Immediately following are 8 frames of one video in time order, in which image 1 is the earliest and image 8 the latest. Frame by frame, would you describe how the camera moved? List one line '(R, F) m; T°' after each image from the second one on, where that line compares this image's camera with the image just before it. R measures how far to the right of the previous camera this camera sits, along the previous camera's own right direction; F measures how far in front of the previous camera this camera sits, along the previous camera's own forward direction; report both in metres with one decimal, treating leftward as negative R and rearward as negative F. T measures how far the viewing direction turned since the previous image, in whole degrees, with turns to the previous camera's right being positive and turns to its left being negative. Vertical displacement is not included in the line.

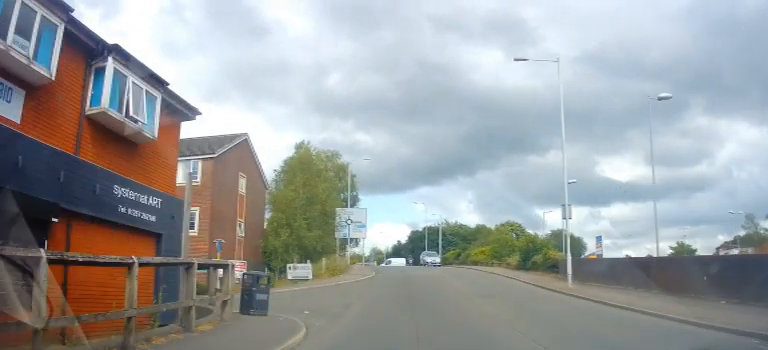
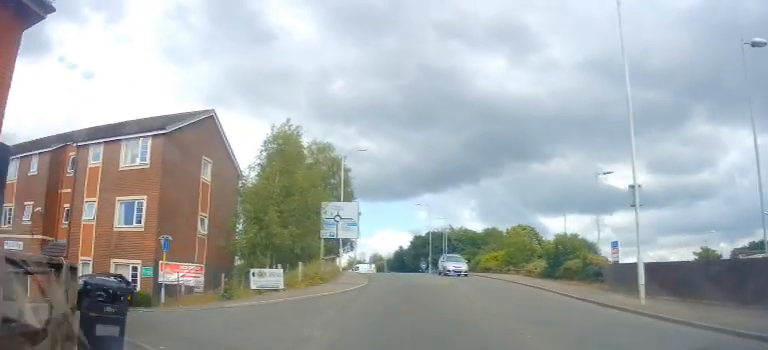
(0.0, +6.3) m; 0°
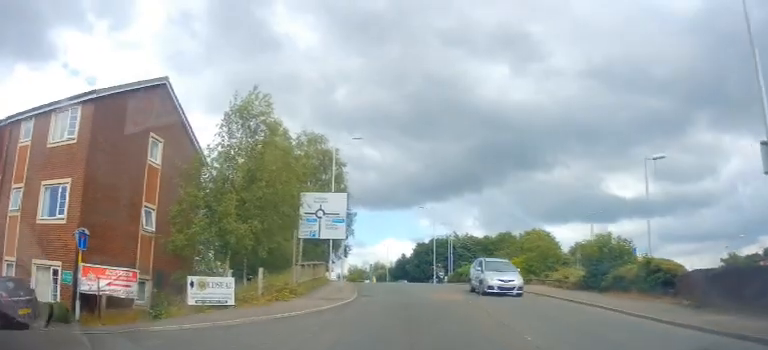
(0.0, +5.7) m; -1°
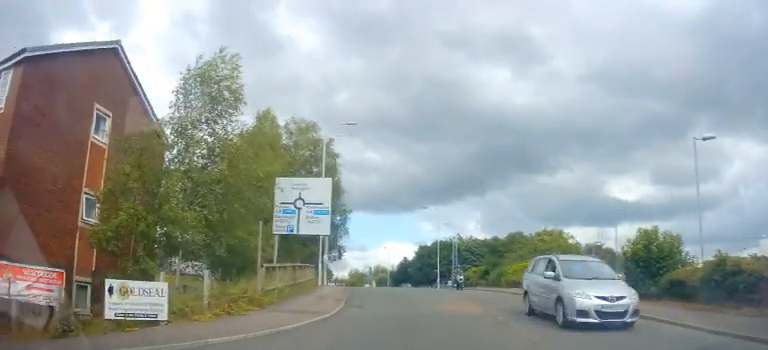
(0.0, +3.9) m; -2°
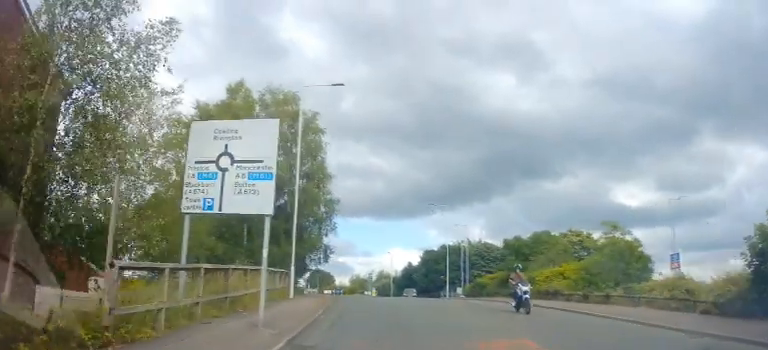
(-0.2, +7.3) m; -3°
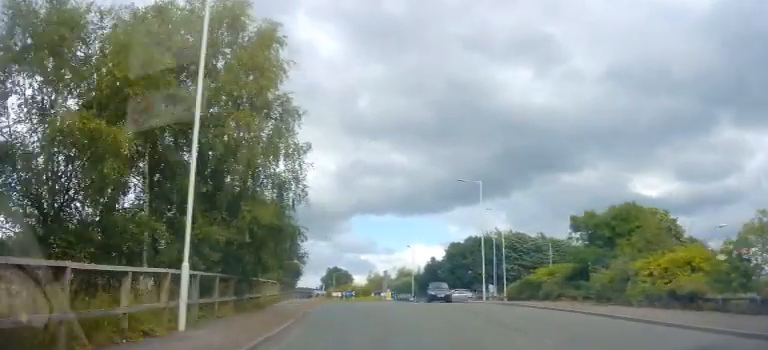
(-0.1, +11.4) m; 0°
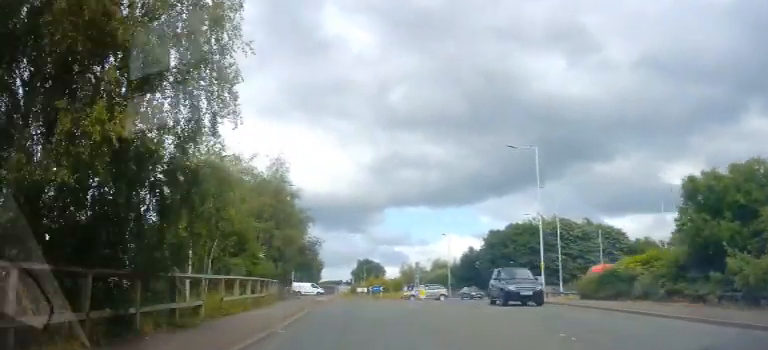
(-0.1, +8.8) m; -2°
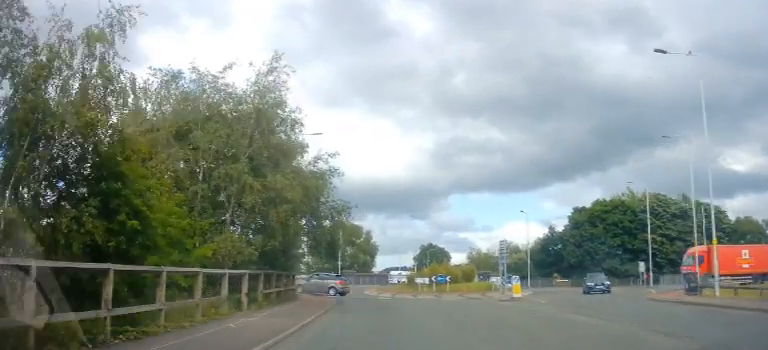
(-0.8, +13.7) m; -10°
